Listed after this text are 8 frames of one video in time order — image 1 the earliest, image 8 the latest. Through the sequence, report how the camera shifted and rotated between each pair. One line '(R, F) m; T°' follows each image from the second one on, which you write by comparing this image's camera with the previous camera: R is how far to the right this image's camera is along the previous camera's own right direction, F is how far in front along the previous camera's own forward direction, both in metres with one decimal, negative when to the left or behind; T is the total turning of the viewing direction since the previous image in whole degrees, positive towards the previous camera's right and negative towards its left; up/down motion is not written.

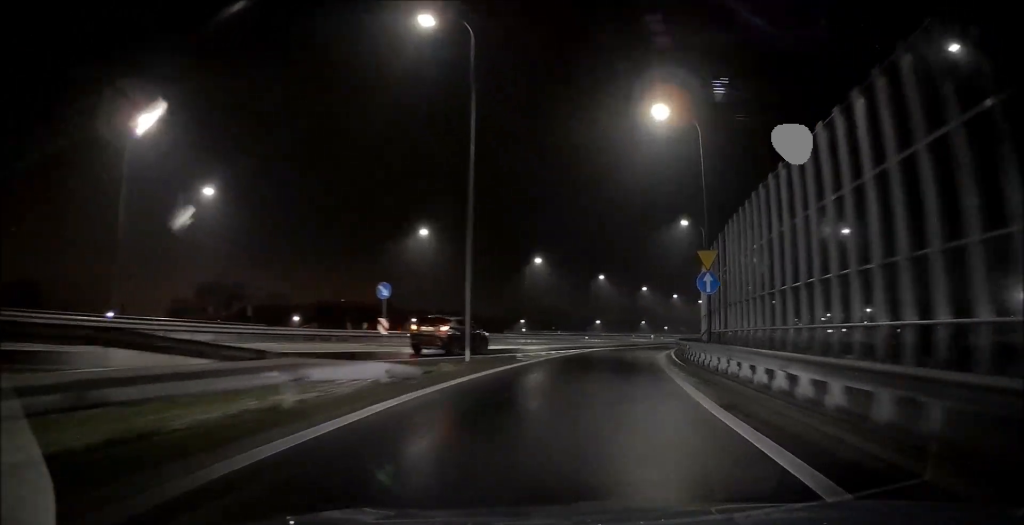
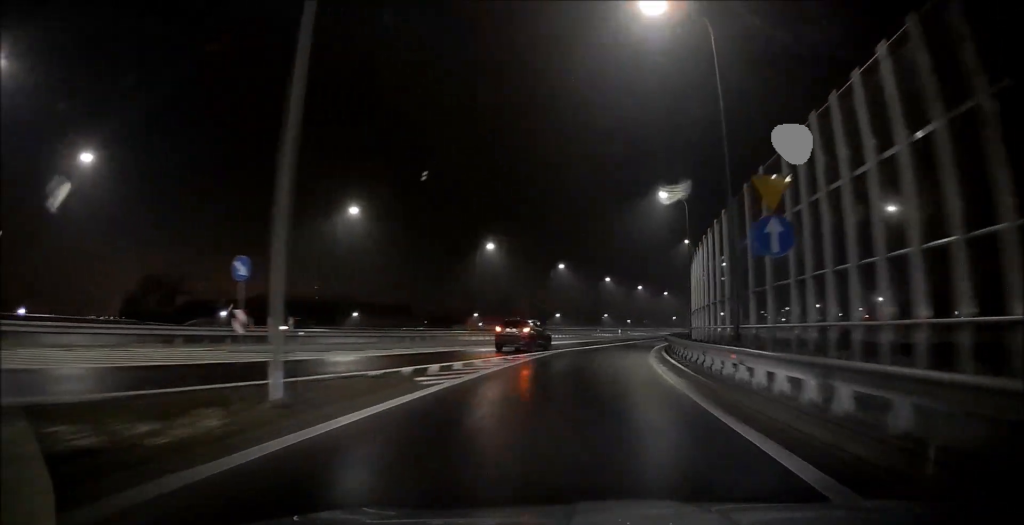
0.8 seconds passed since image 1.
(+0.1, +10.7) m; +3°
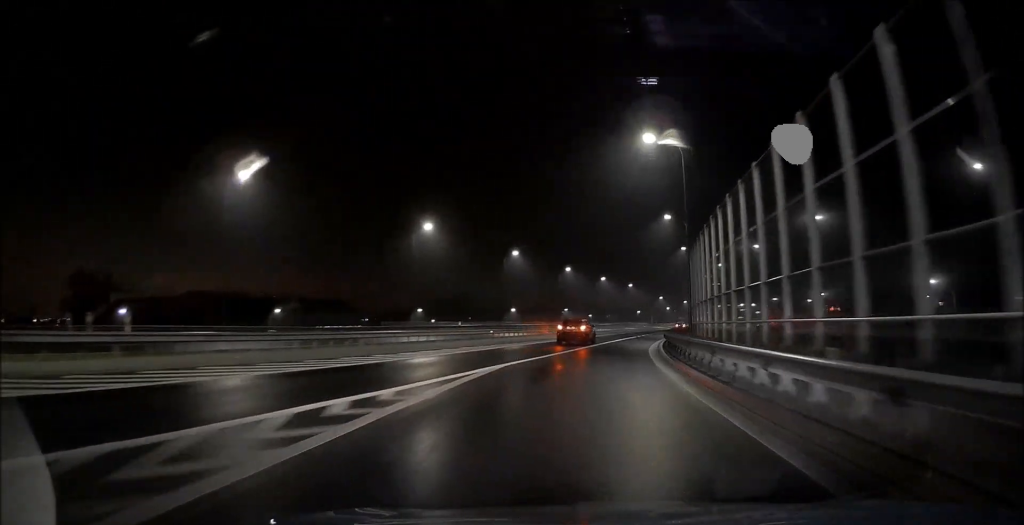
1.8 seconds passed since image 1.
(+0.7, +14.3) m; +5°
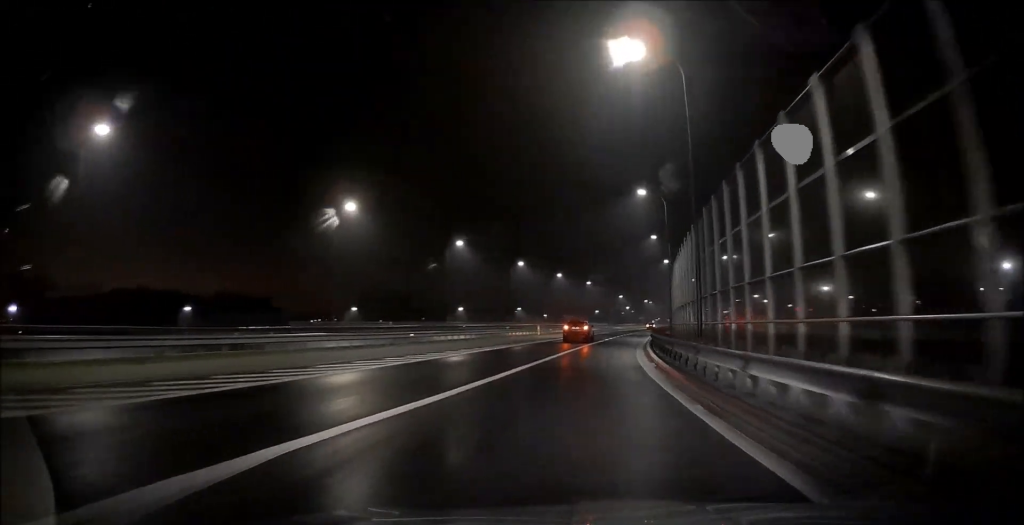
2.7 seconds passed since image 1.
(+0.4, +12.1) m; +4°
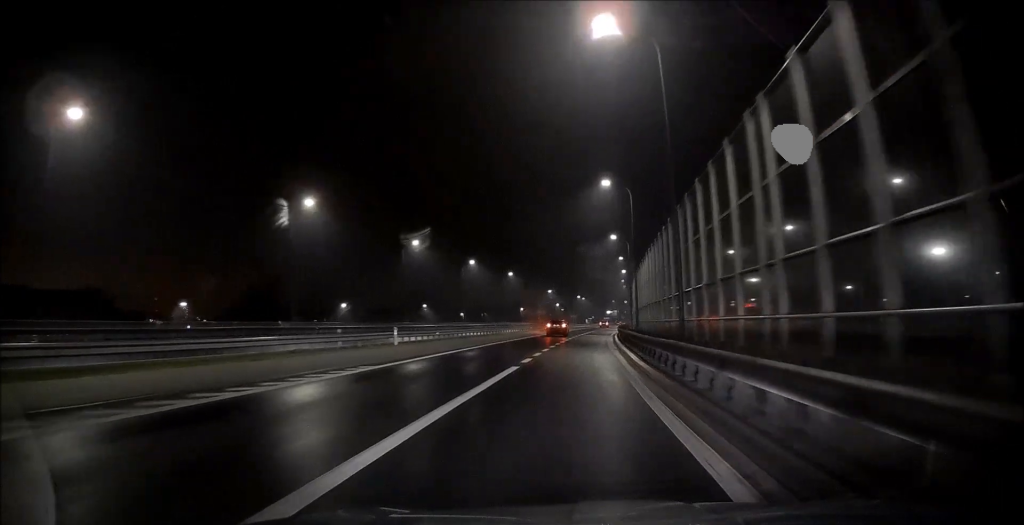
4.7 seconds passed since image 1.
(+1.7, +28.4) m; +7°
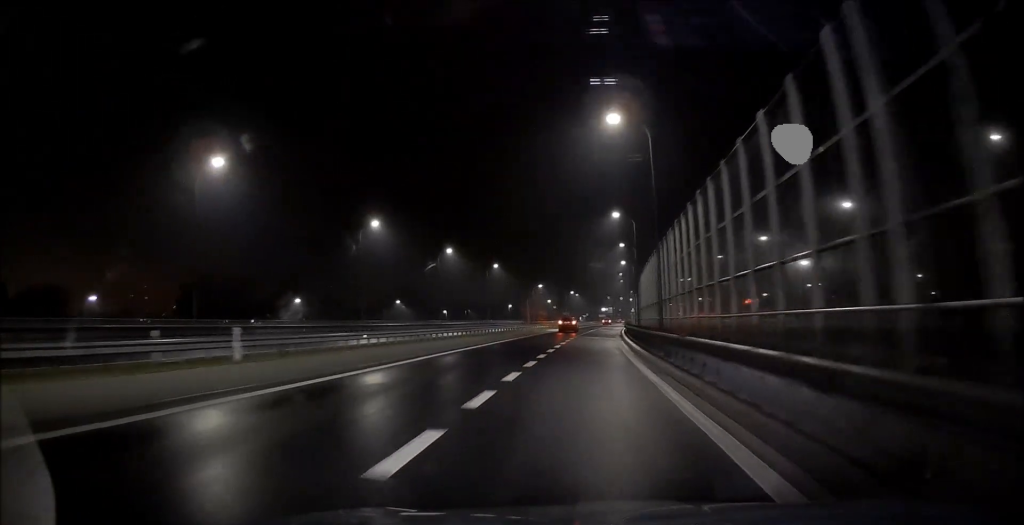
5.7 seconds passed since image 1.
(+0.4, +14.6) m; +4°
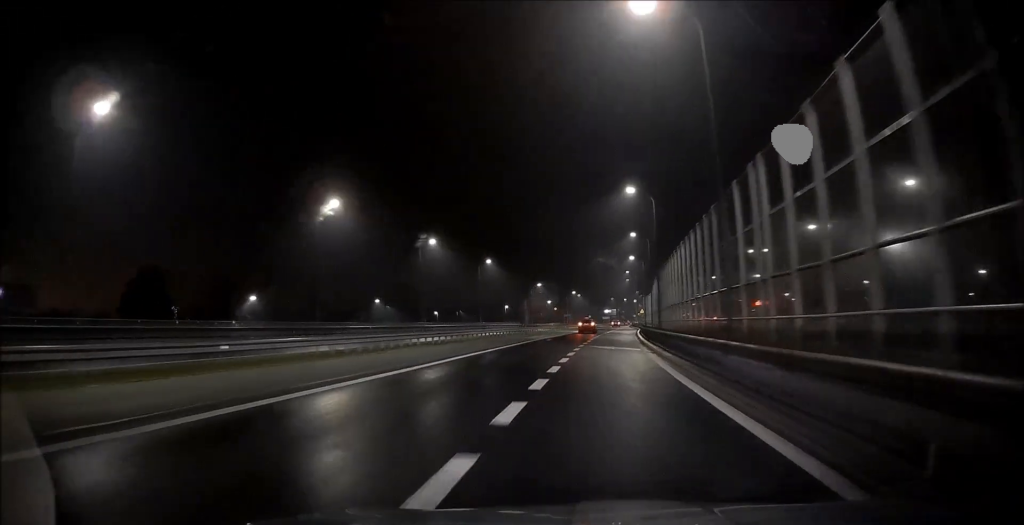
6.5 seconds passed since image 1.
(+0.4, +12.9) m; +2°
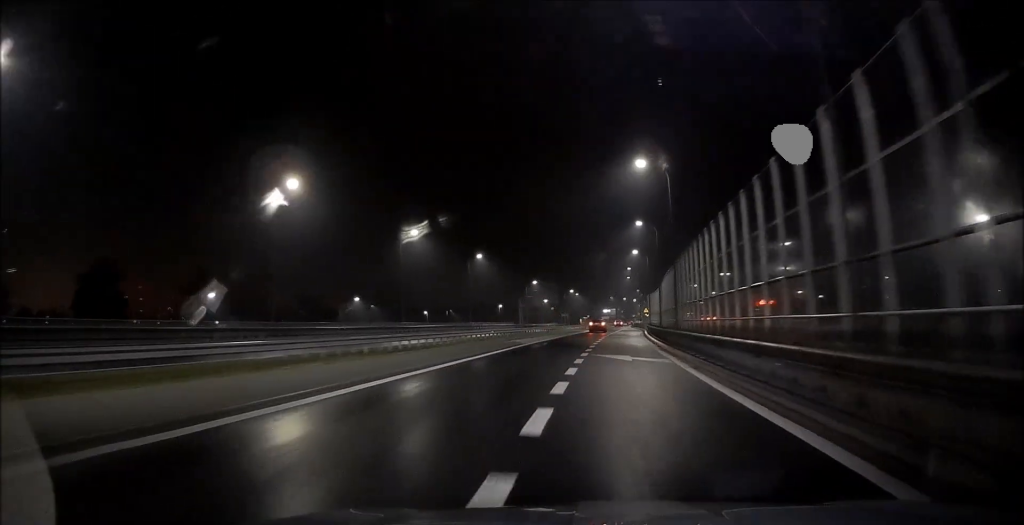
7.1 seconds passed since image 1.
(+0.1, +8.5) m; +1°
